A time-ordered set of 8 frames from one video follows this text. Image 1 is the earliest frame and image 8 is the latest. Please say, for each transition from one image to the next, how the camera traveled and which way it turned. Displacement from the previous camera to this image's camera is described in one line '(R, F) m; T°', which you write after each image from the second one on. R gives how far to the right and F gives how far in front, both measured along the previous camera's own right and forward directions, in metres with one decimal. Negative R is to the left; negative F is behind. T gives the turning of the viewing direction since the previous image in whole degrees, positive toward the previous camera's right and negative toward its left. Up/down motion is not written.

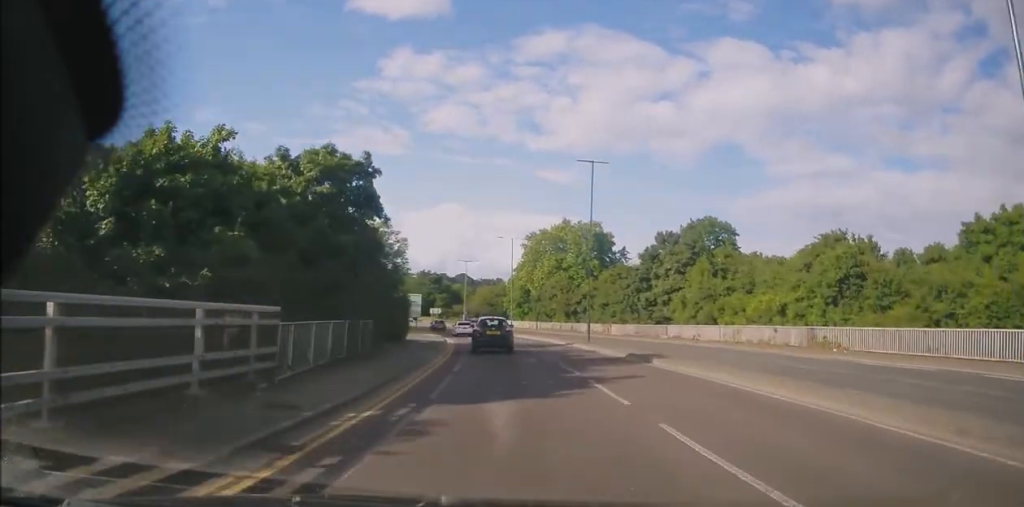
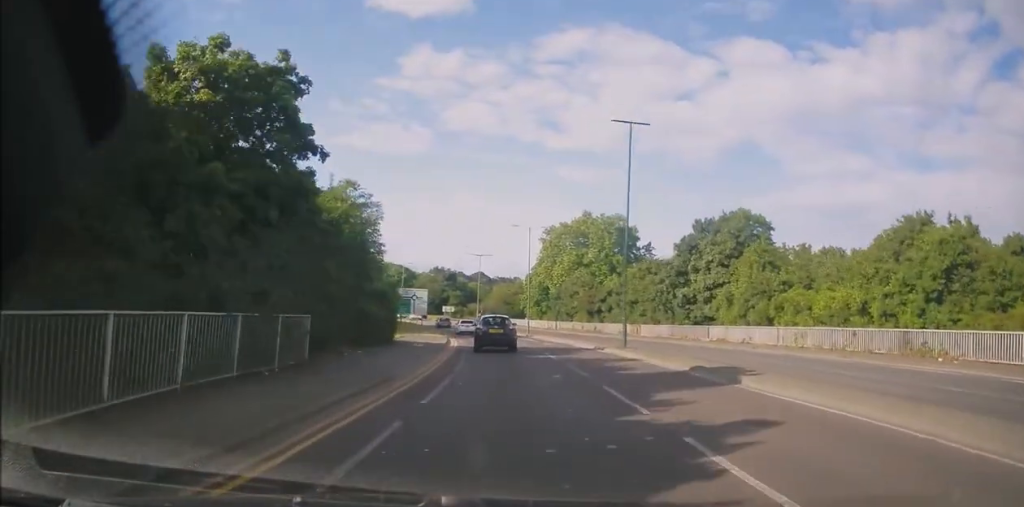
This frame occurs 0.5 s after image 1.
(-0.3, +7.4) m; -2°
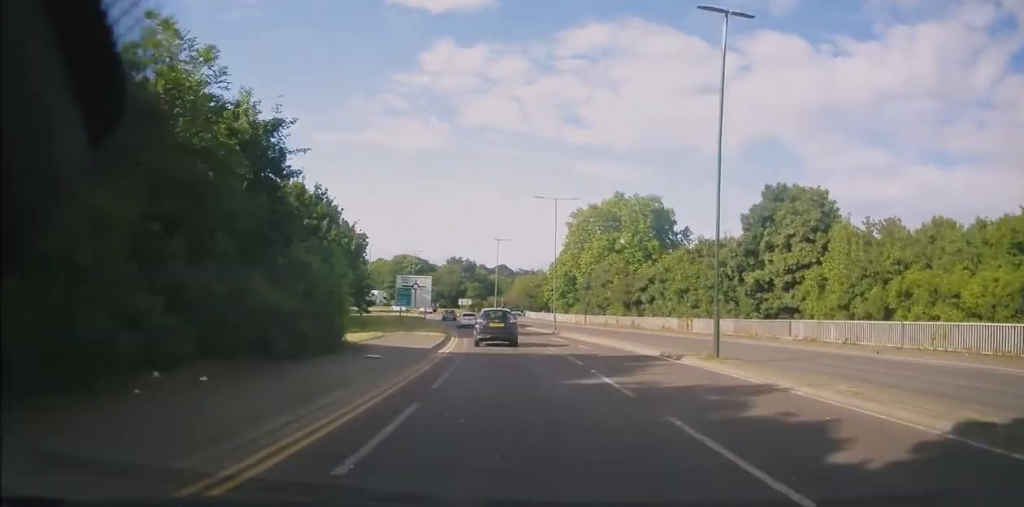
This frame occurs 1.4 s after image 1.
(-0.2, +11.4) m; -2°
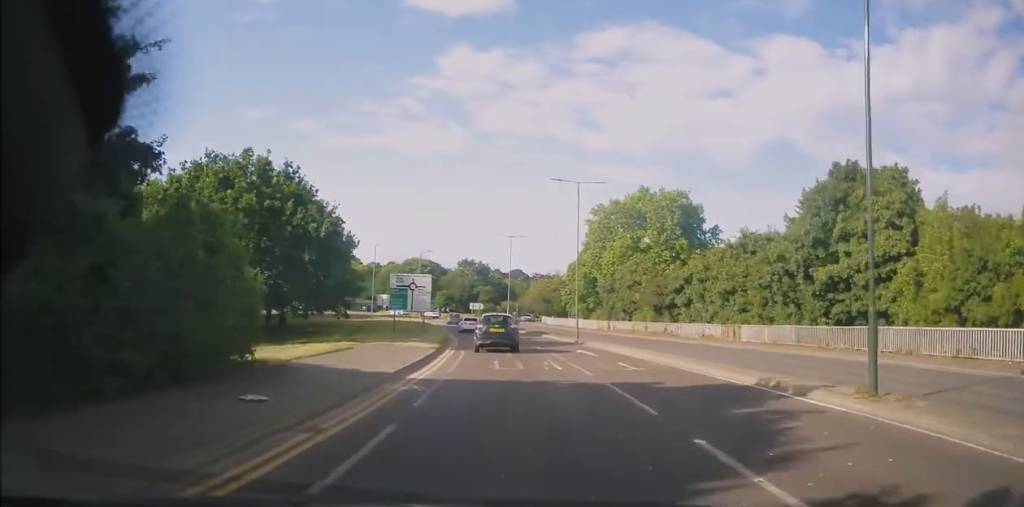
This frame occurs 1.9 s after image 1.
(0.0, +7.7) m; -1°
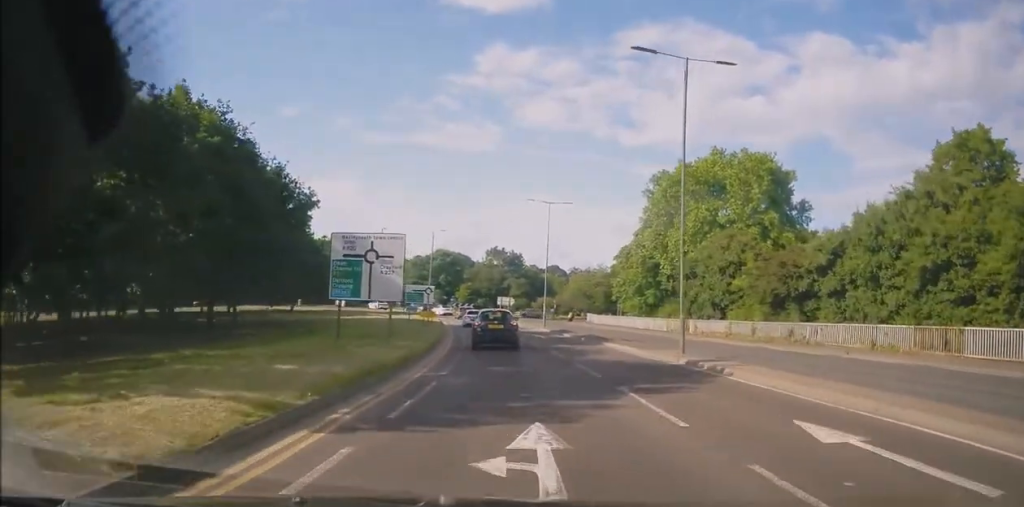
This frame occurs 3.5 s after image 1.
(-0.6, +19.5) m; -3°
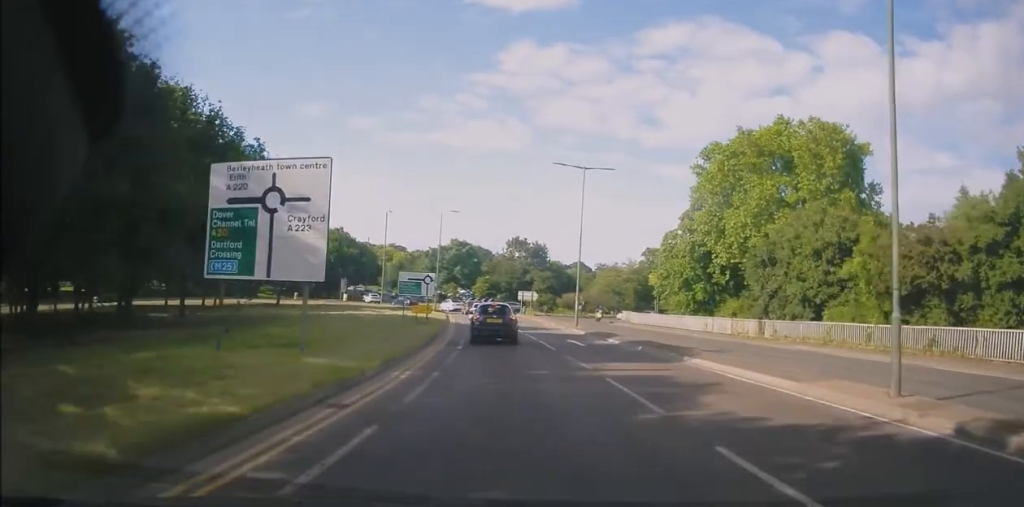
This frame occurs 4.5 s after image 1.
(-0.3, +11.6) m; -2°
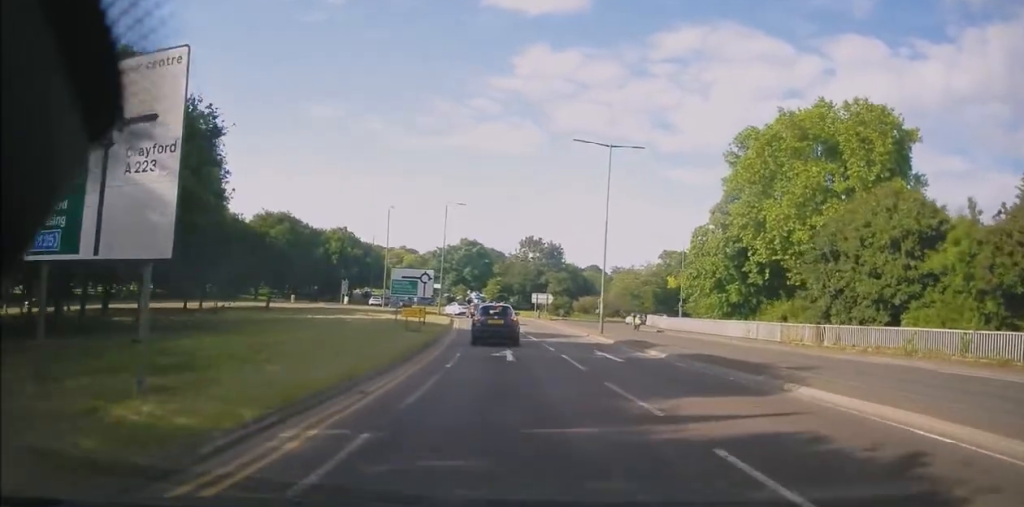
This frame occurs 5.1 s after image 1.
(-0.1, +6.5) m; -1°
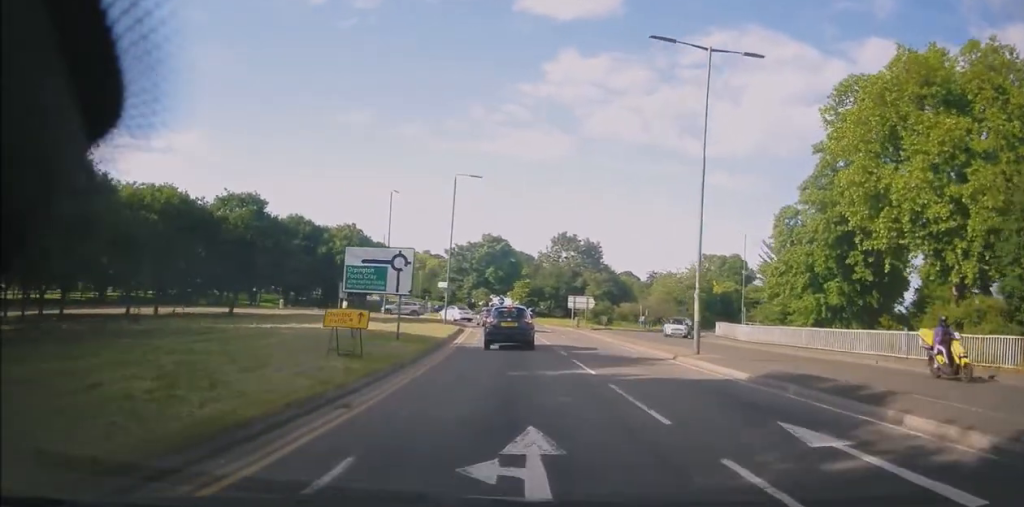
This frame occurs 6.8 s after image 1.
(-0.5, +15.1) m; -2°
